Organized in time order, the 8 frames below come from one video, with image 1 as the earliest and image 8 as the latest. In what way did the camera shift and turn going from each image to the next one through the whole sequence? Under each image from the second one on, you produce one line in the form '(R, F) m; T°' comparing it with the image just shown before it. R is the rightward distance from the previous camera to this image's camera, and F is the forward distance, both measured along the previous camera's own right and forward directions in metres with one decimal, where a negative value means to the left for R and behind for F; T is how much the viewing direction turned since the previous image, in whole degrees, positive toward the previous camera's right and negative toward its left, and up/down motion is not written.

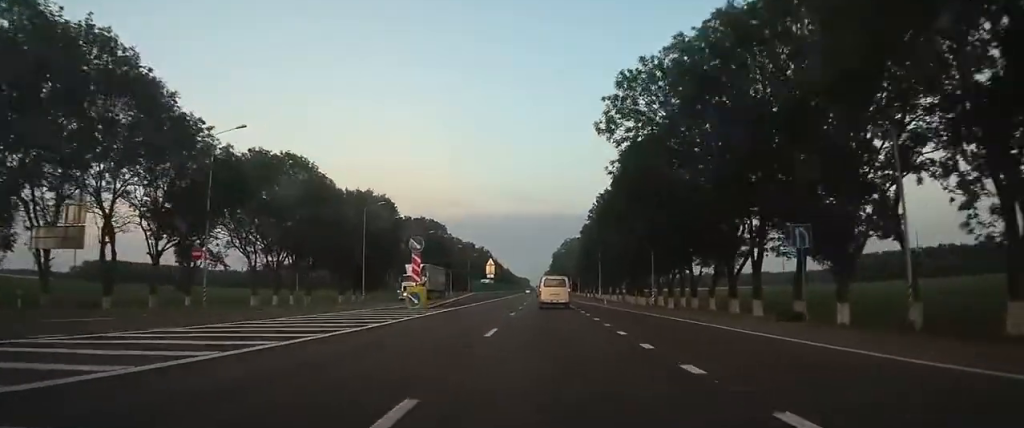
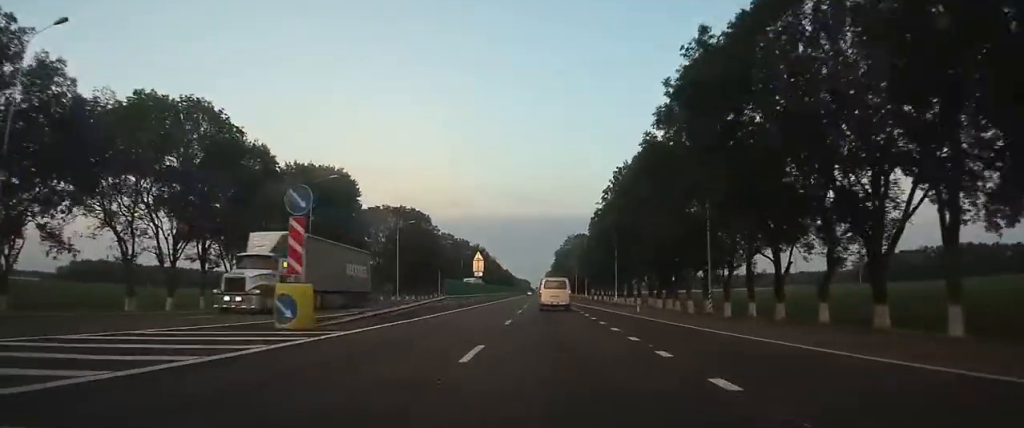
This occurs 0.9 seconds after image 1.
(0.0, +17.8) m; 0°
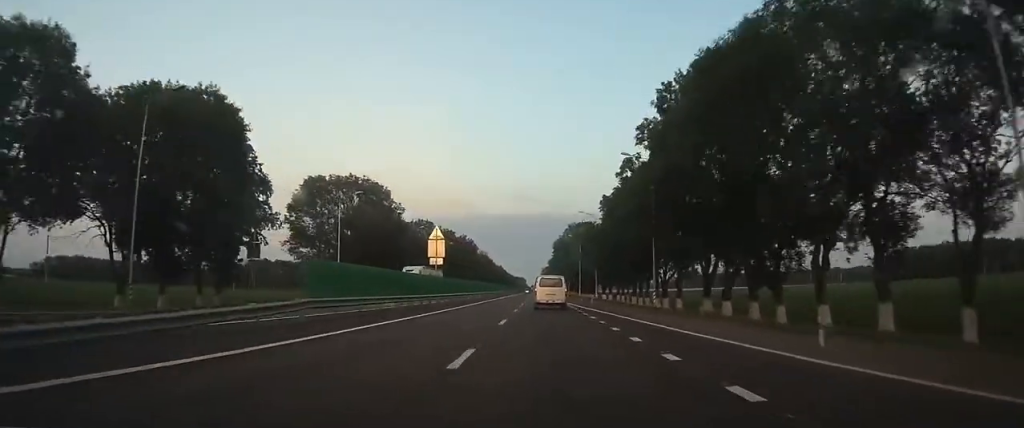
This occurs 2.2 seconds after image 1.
(+0.1, +25.4) m; +1°
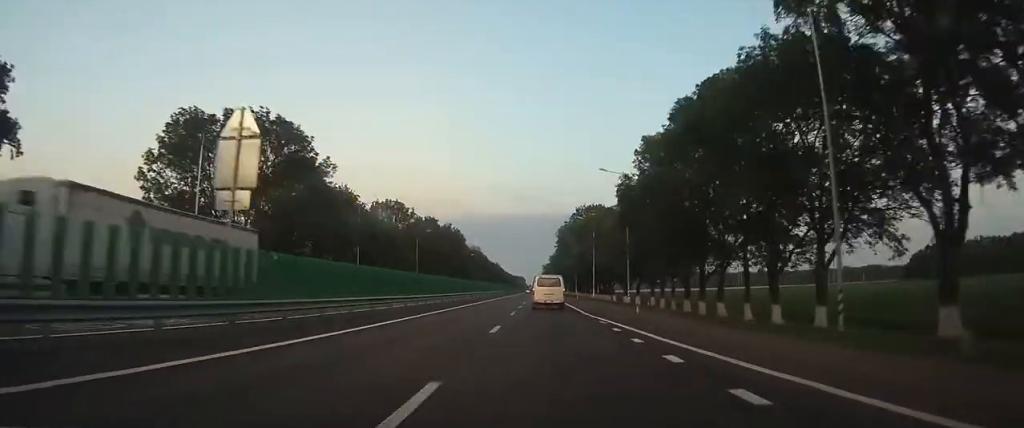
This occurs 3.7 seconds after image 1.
(+0.2, +28.6) m; +1°
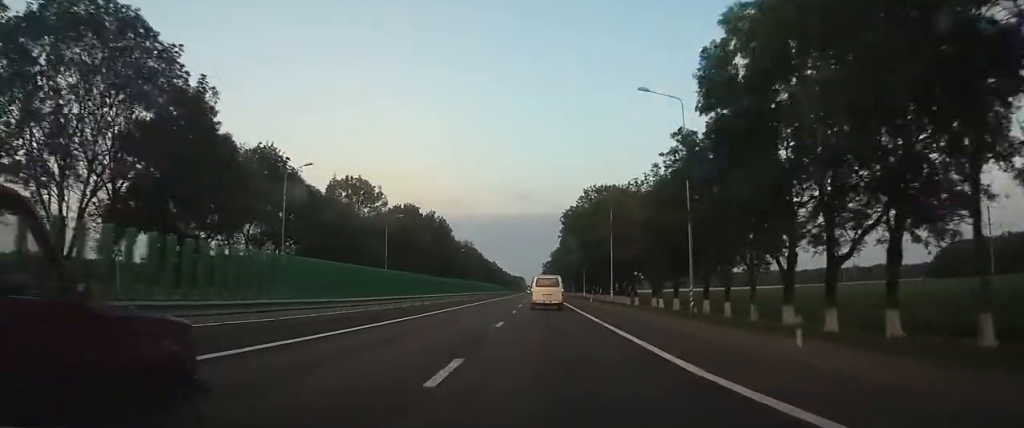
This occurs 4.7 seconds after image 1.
(0.0, +21.7) m; 0°
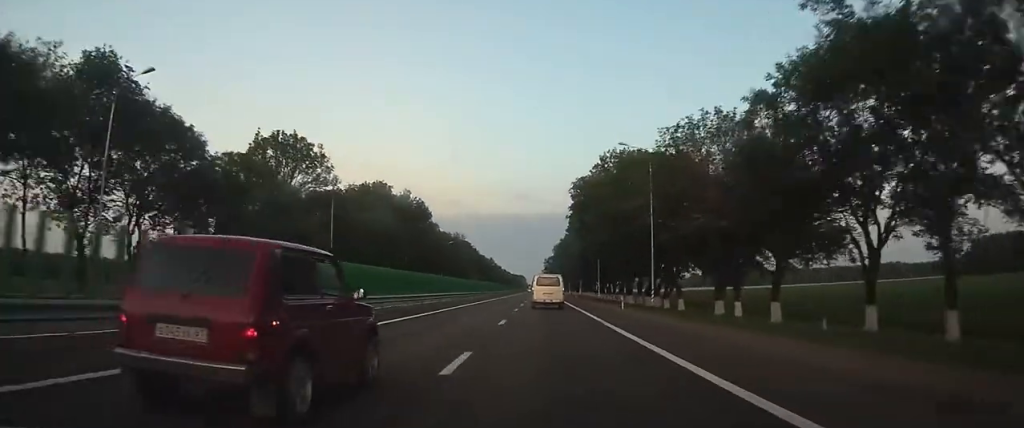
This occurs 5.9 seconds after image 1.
(-0.1, +23.3) m; 0°
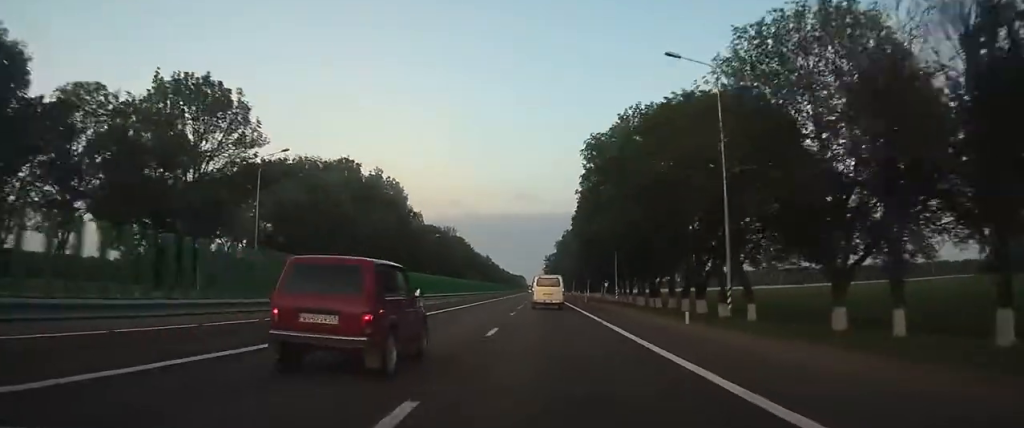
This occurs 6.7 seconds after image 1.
(-0.1, +17.2) m; 0°
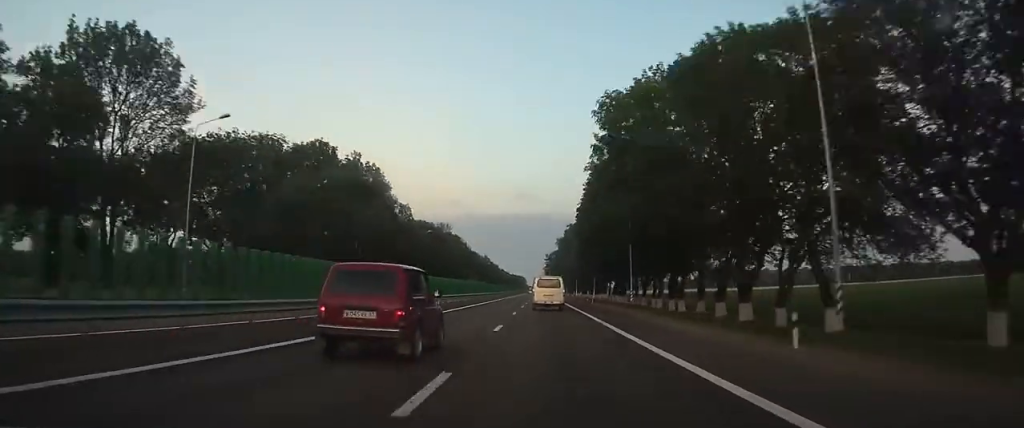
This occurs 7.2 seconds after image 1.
(0.0, +9.7) m; 0°
